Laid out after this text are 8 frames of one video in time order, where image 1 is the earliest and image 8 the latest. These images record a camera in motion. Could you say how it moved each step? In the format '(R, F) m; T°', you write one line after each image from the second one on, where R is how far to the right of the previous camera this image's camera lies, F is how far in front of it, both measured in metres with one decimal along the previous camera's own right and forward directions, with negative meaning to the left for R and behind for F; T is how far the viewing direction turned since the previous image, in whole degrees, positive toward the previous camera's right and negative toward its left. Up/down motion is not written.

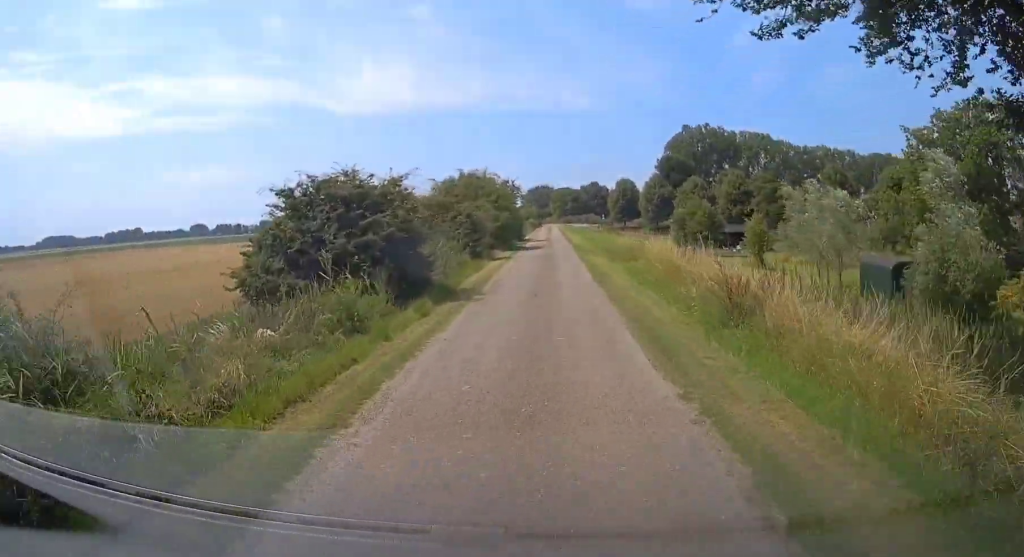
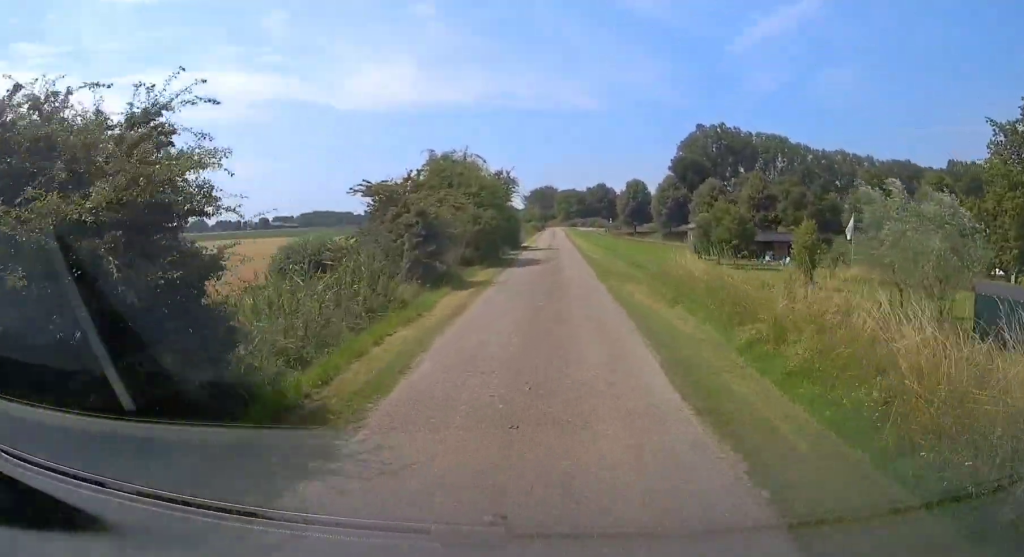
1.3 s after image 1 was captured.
(+0.4, +11.9) m; +2°
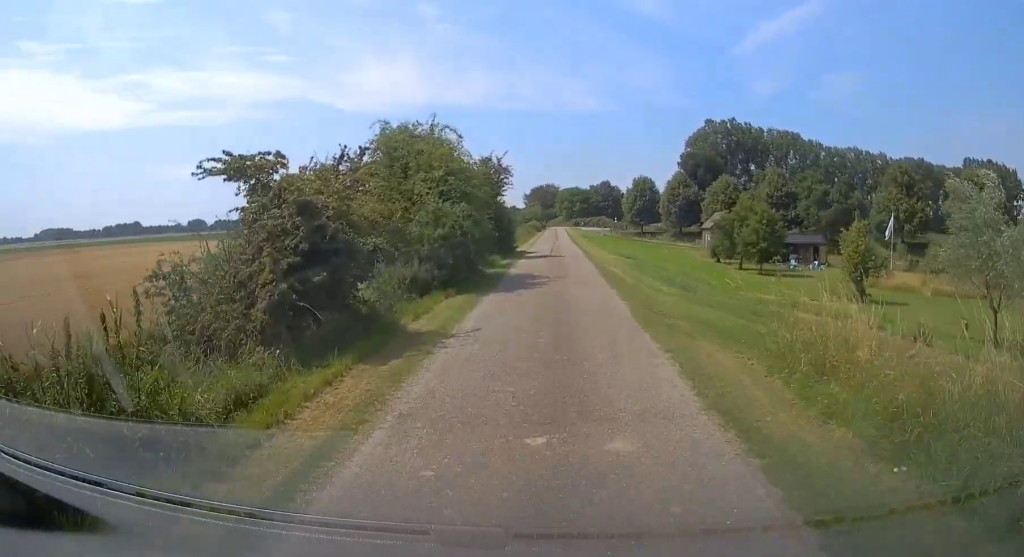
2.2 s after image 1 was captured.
(0.0, +8.7) m; -2°
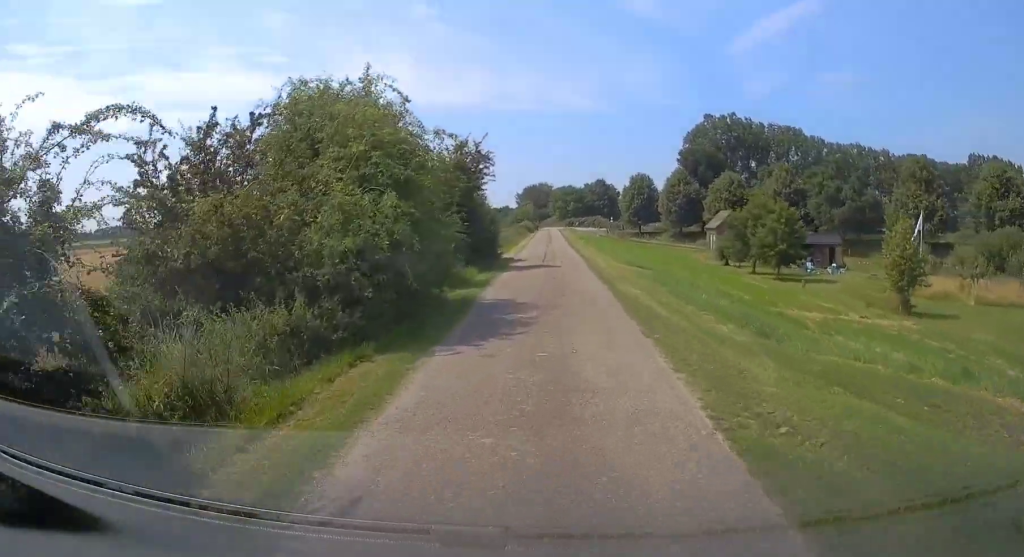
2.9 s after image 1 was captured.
(-0.3, +6.7) m; 0°
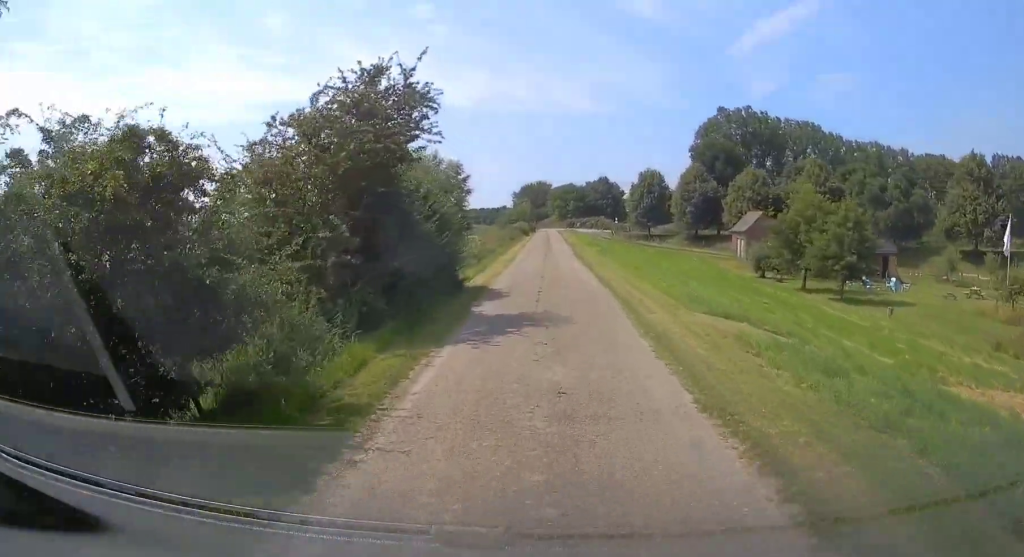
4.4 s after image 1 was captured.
(+0.3, +13.0) m; 0°
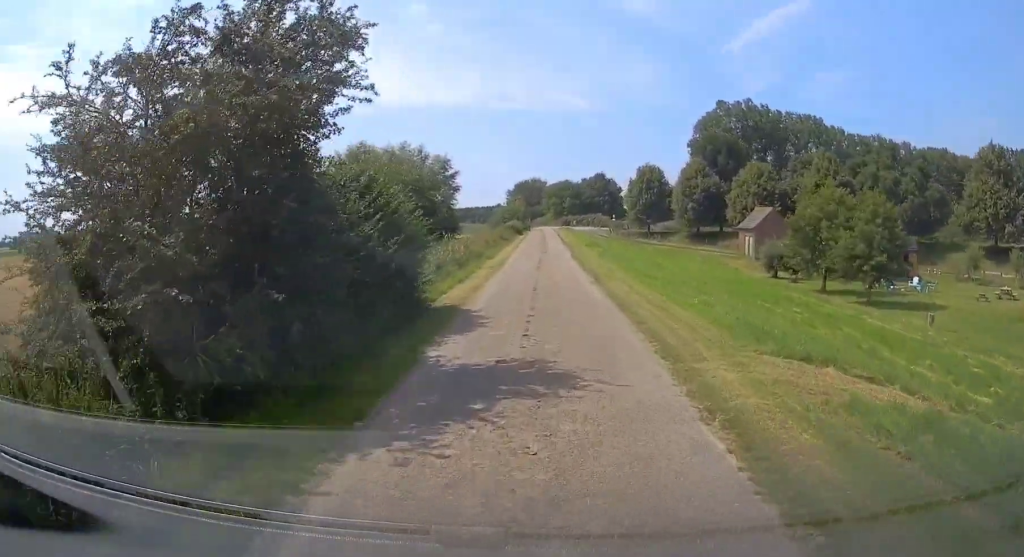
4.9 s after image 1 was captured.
(-0.3, +4.6) m; 0°
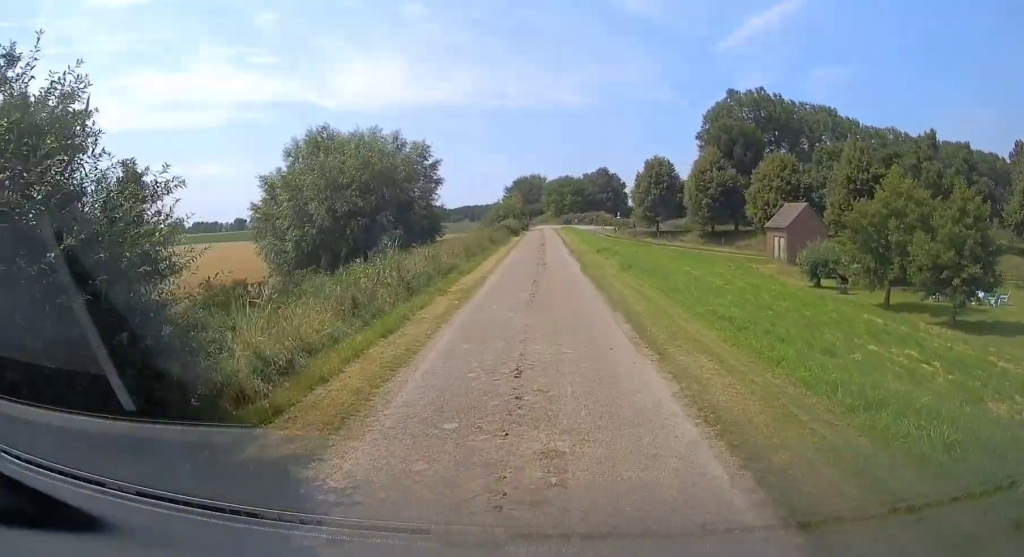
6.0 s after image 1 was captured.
(+0.2, +9.0) m; +2°
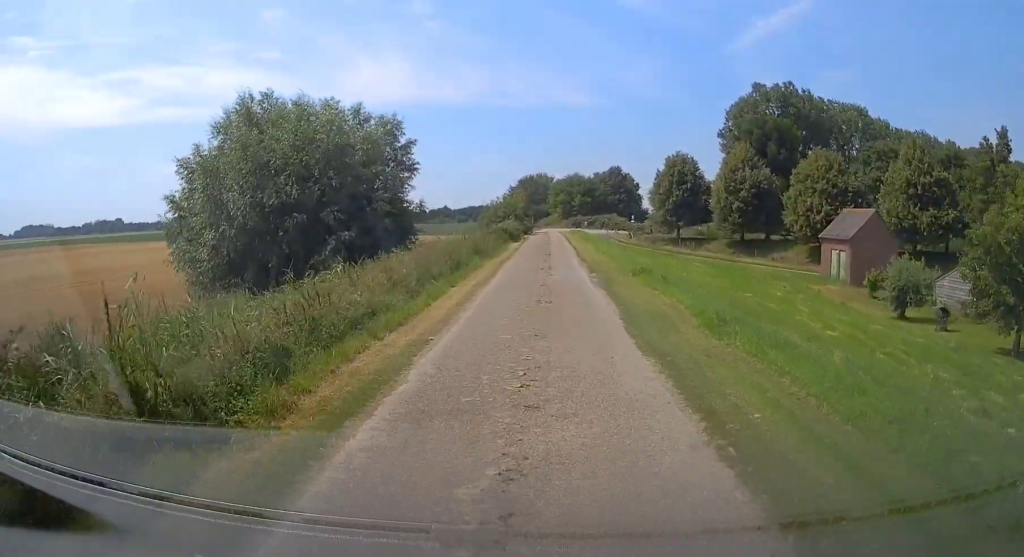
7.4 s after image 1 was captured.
(0.0, +11.5) m; -3°
